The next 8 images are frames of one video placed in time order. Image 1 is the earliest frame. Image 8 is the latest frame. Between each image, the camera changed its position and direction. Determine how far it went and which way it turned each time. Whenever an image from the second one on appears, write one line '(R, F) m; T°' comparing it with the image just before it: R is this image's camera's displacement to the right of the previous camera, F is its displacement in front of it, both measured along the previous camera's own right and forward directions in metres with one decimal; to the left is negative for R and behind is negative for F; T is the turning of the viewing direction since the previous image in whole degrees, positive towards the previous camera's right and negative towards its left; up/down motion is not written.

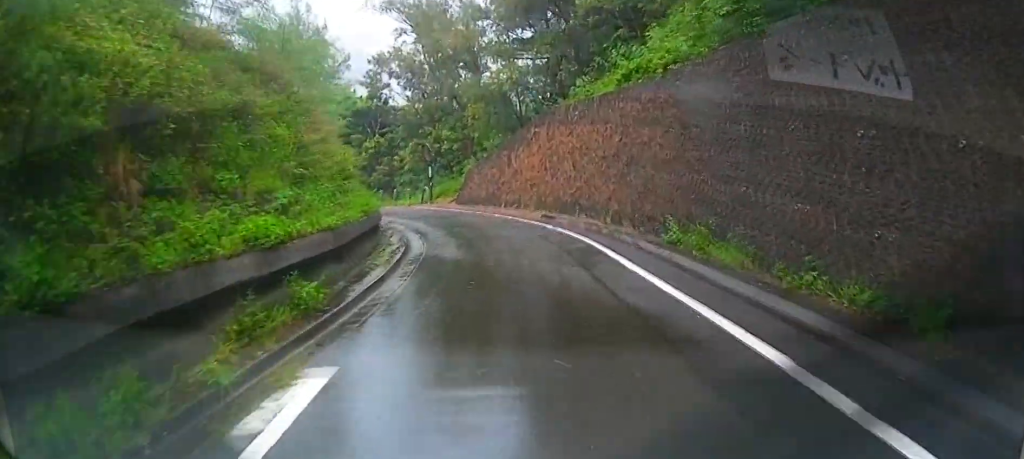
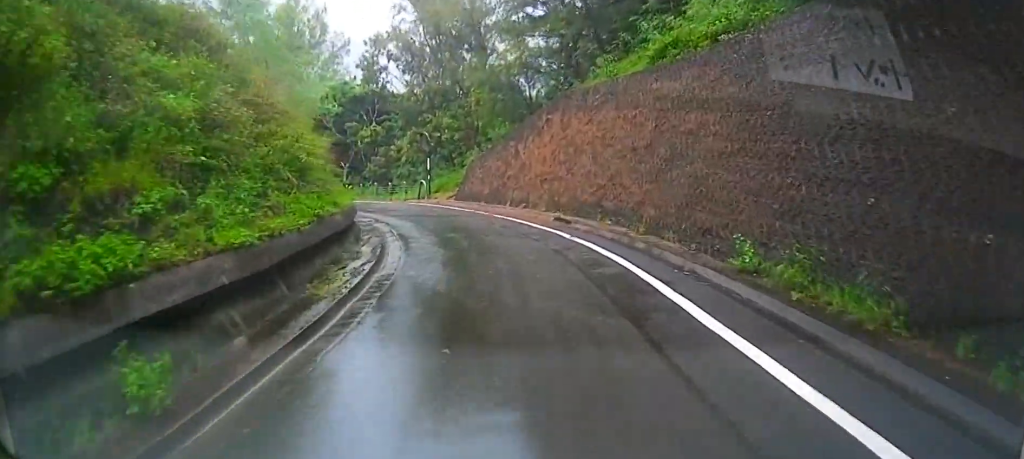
(+0.5, +3.7) m; +3°
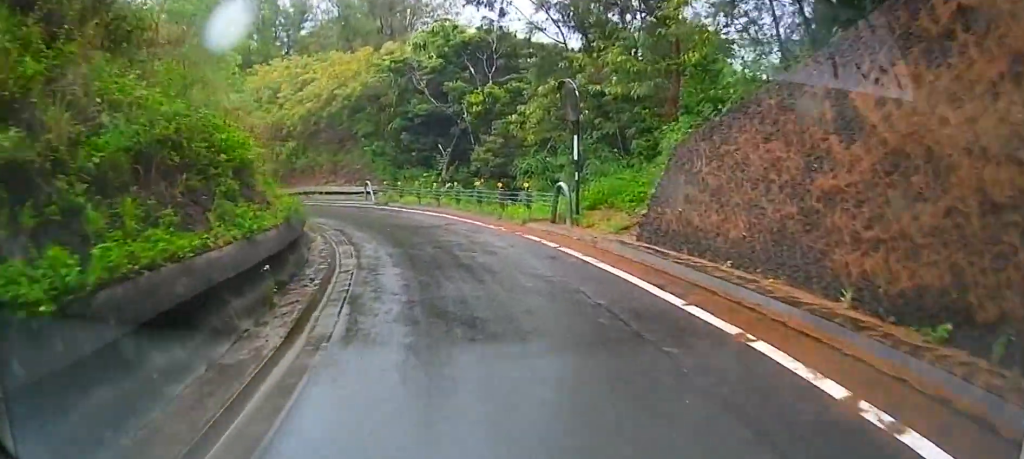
(+0.1, +16.5) m; -7°
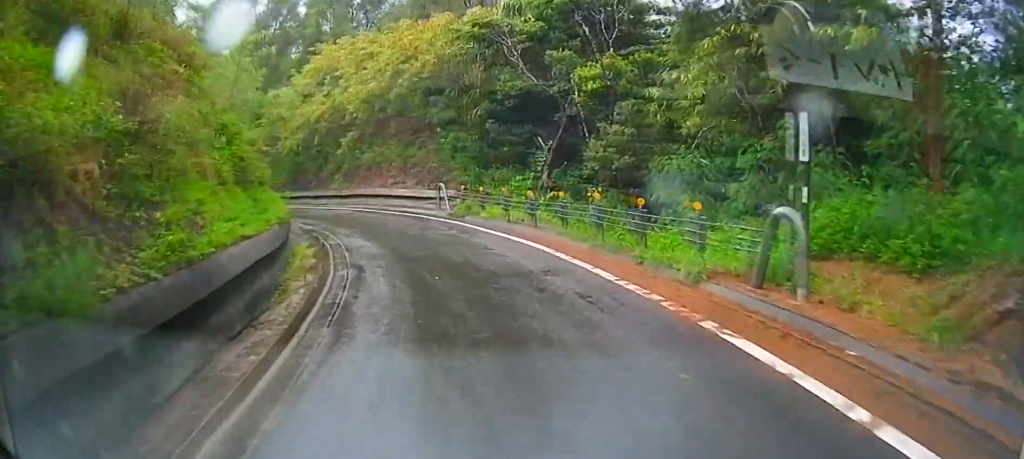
(-0.7, +7.4) m; -11°
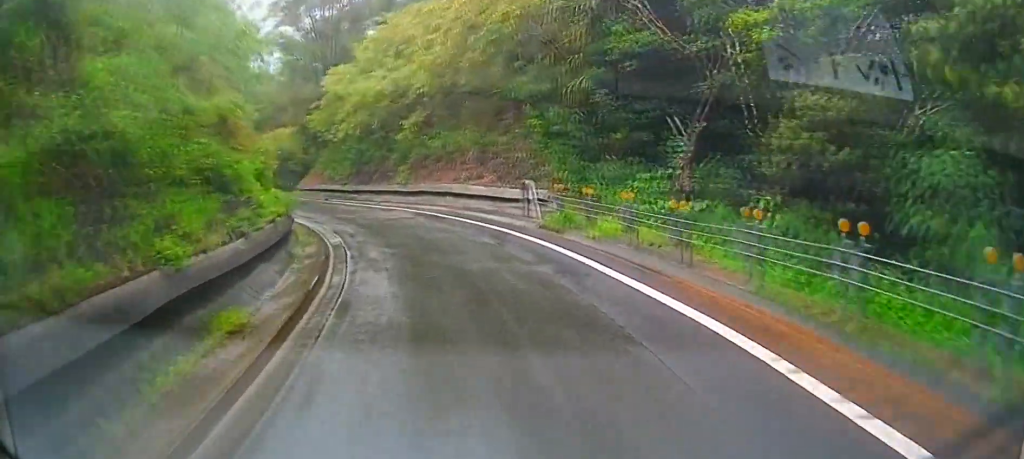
(-0.7, +7.5) m; -7°
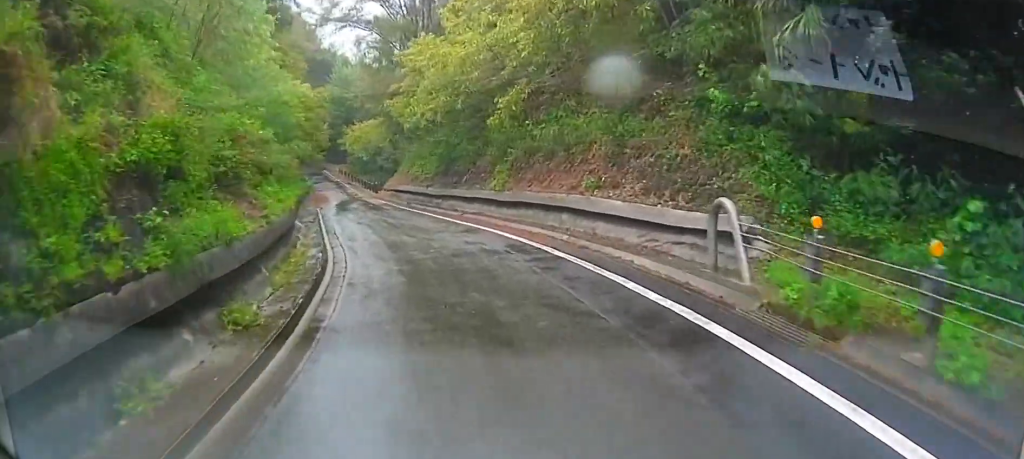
(-0.4, +9.1) m; -5°
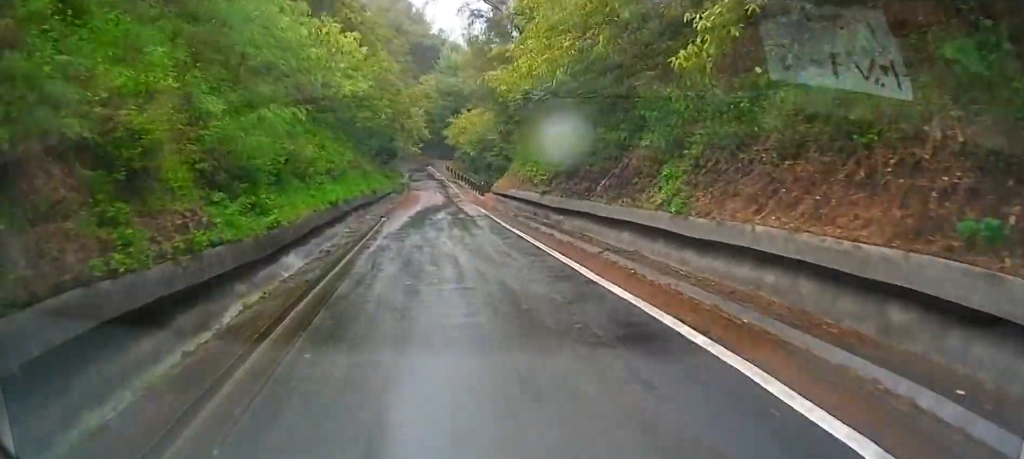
(-0.6, +10.8) m; -10°
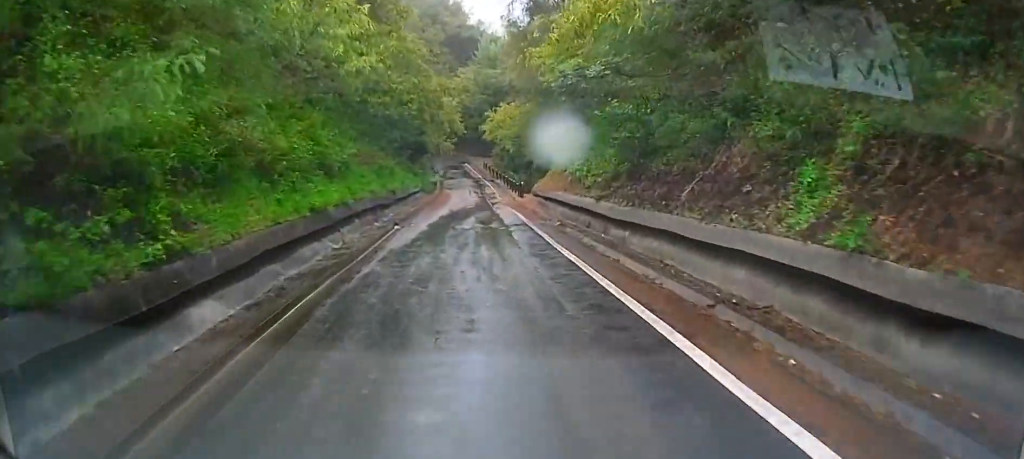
(-0.2, +4.9) m; -5°
